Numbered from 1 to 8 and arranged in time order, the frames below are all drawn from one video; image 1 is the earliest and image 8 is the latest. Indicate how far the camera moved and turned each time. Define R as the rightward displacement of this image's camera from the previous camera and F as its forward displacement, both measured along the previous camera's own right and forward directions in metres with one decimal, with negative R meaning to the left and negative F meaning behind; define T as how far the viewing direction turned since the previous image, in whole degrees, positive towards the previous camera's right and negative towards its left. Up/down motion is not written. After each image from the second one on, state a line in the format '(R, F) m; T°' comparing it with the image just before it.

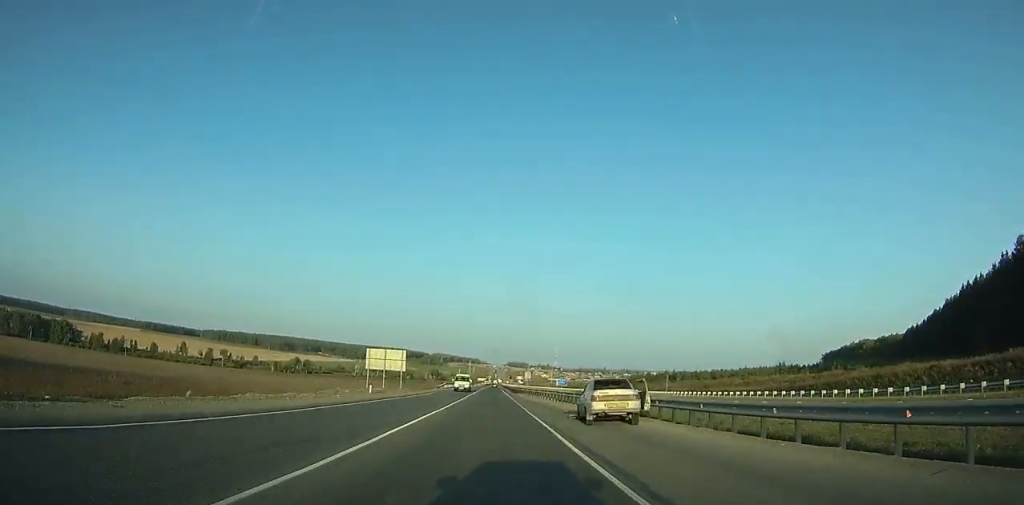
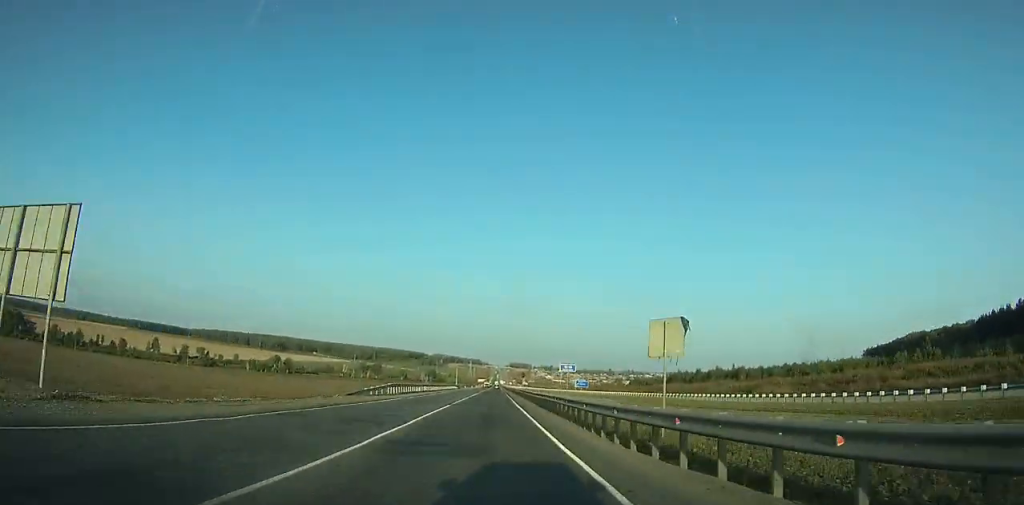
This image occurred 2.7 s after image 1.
(0.0, +56.9) m; 0°
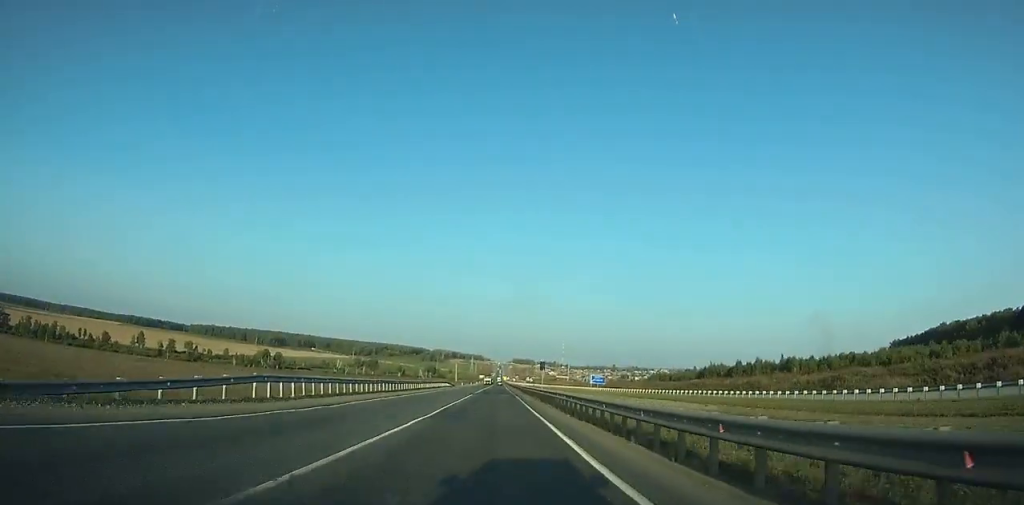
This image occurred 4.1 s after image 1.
(0.0, +29.5) m; 0°
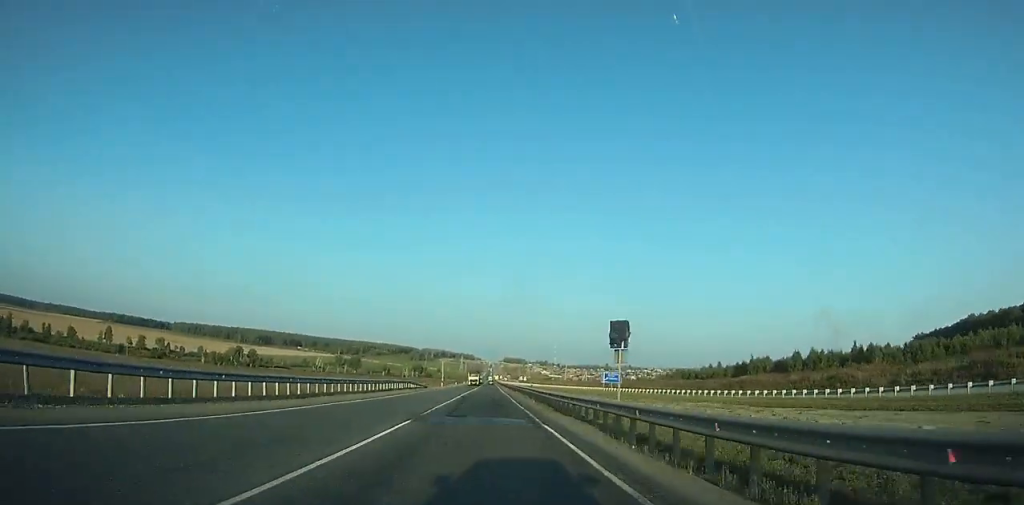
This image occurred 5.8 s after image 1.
(-0.2, +36.0) m; 0°
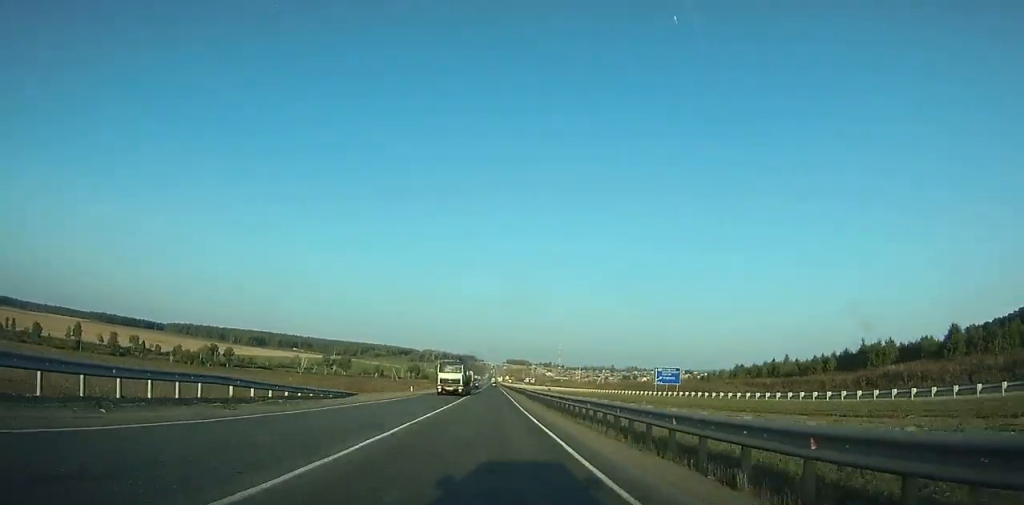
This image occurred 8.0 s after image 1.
(0.0, +46.6) m; 0°
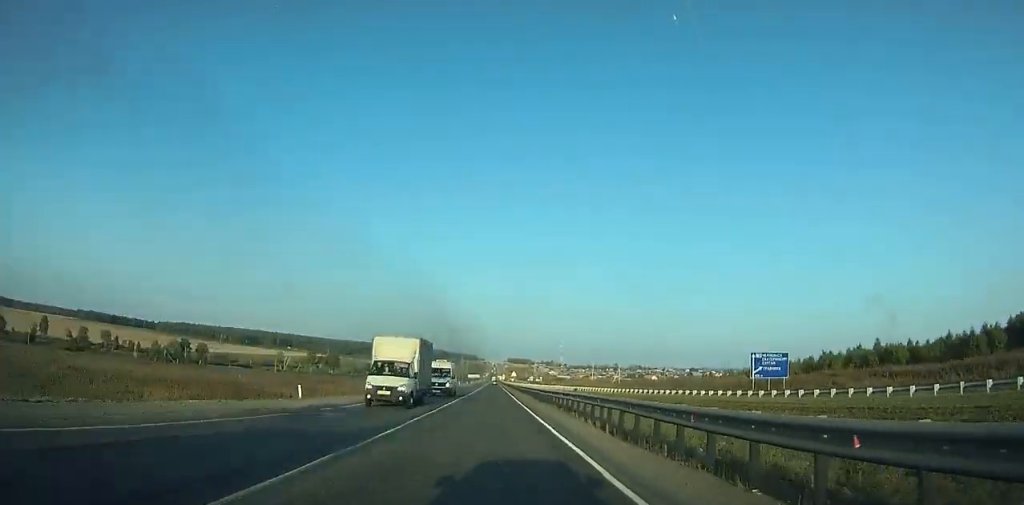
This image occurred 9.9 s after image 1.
(+0.1, +40.4) m; 0°
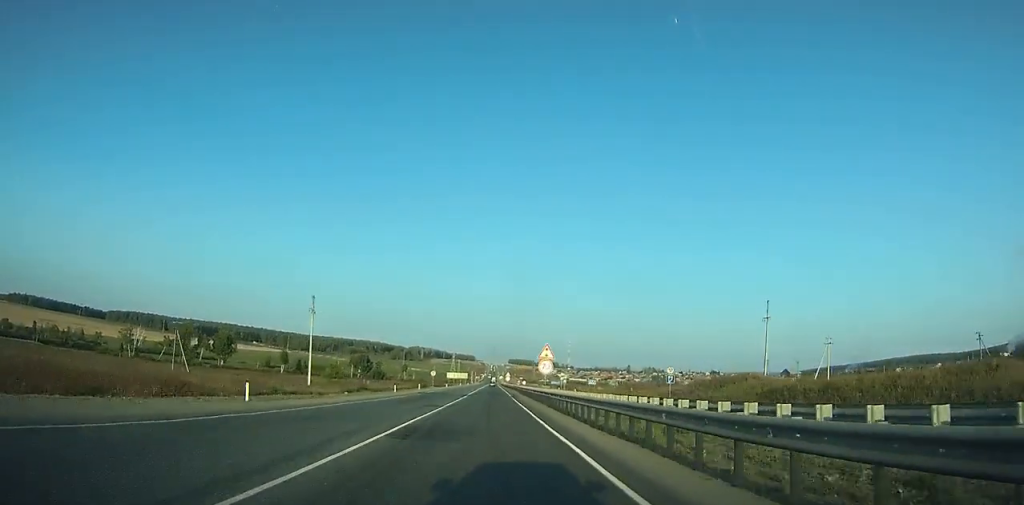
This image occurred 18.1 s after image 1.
(+0.4, +176.7) m; 0°
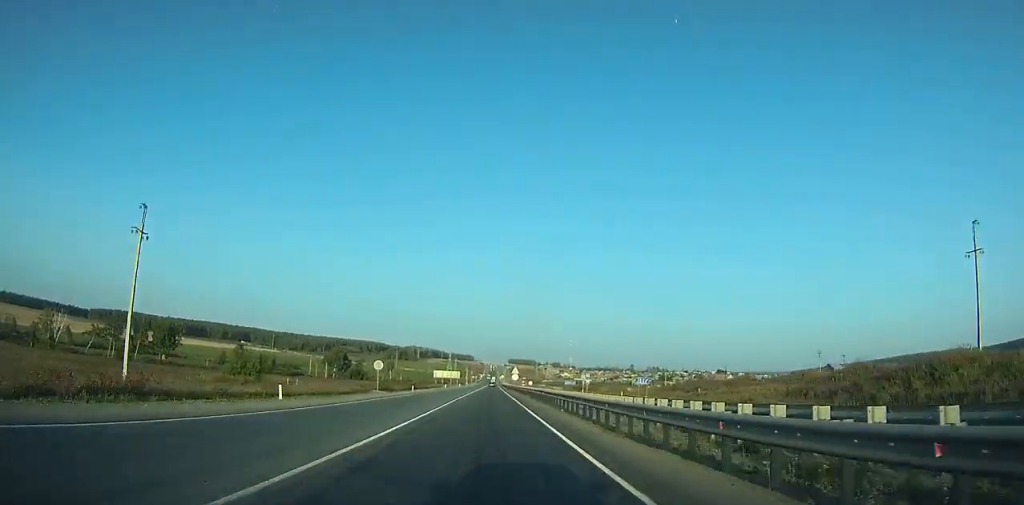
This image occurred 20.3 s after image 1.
(-0.1, +48.5) m; 0°
